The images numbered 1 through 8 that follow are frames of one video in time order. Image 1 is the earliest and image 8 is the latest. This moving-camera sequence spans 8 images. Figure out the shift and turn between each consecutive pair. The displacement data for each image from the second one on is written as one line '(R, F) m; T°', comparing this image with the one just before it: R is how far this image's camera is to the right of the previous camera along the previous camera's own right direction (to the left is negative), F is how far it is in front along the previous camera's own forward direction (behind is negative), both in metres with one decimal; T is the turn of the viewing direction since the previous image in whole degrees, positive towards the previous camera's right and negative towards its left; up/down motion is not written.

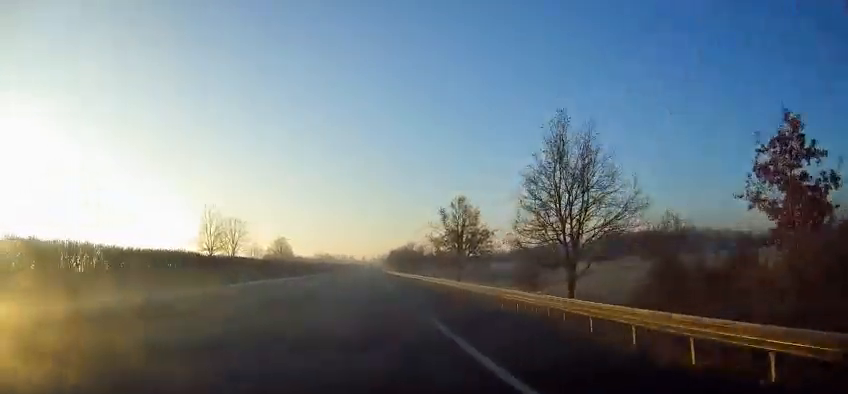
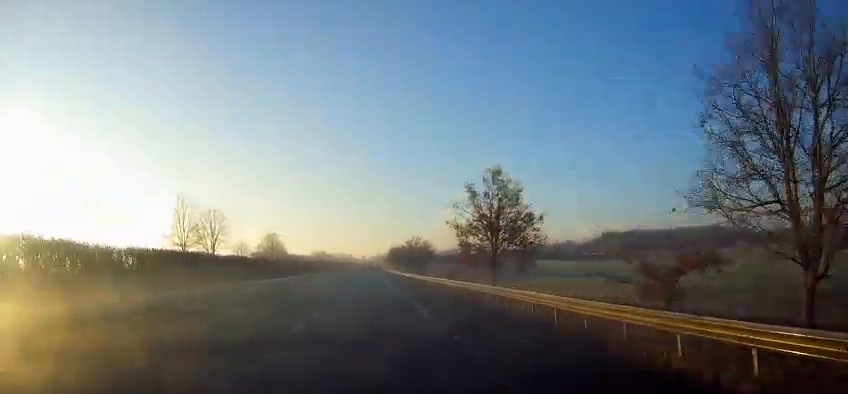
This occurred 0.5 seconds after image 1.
(0.0, +15.6) m; 0°
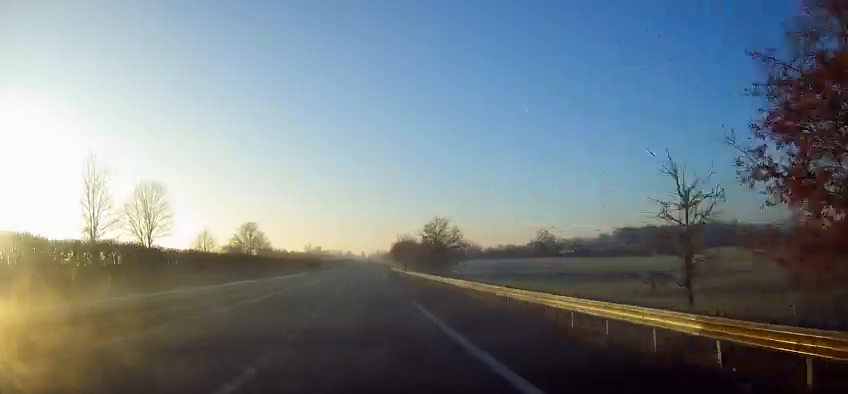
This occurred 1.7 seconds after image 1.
(0.0, +33.2) m; 0°
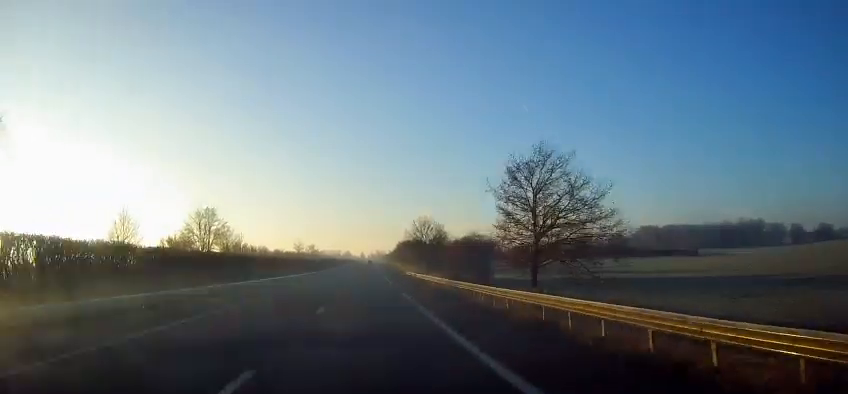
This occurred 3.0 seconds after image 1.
(0.0, +40.0) m; 0°
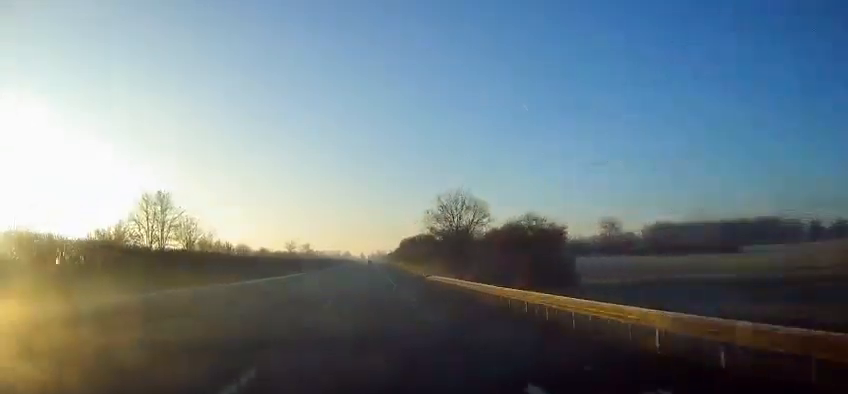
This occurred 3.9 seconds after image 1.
(0.0, +26.3) m; 0°
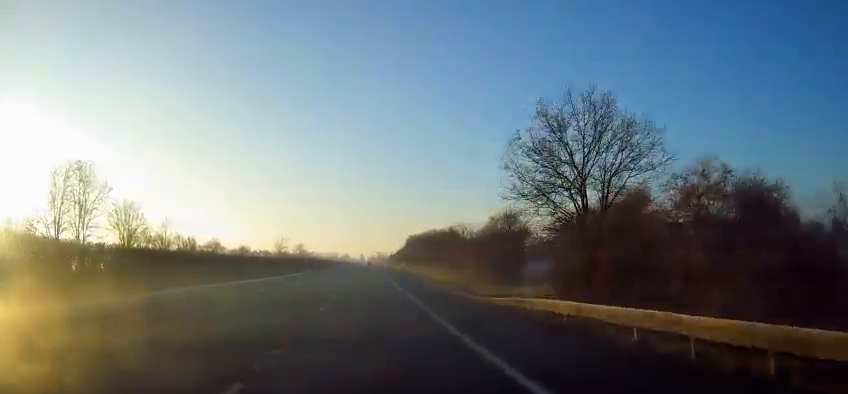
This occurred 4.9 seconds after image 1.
(0.0, +27.1) m; 0°
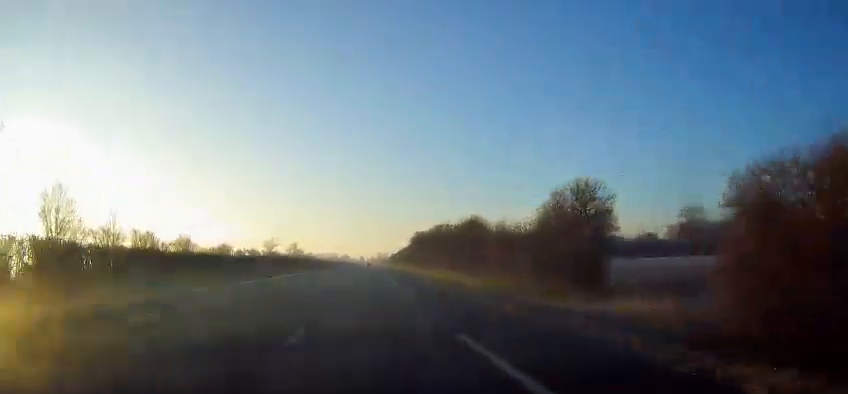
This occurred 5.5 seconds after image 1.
(0.0, +19.4) m; 0°
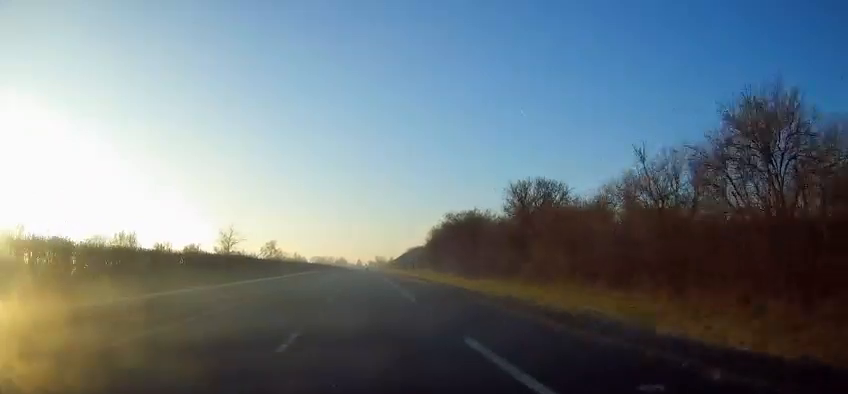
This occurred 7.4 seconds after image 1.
(0.0, +53.2) m; 0°
